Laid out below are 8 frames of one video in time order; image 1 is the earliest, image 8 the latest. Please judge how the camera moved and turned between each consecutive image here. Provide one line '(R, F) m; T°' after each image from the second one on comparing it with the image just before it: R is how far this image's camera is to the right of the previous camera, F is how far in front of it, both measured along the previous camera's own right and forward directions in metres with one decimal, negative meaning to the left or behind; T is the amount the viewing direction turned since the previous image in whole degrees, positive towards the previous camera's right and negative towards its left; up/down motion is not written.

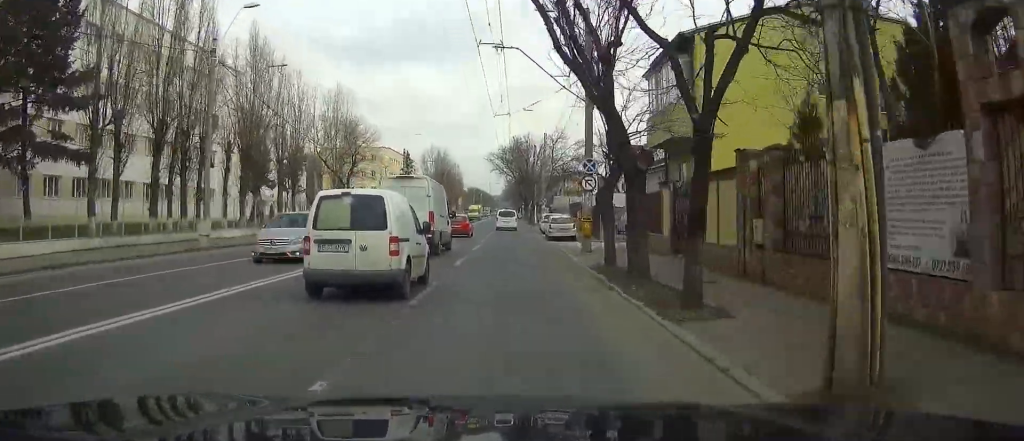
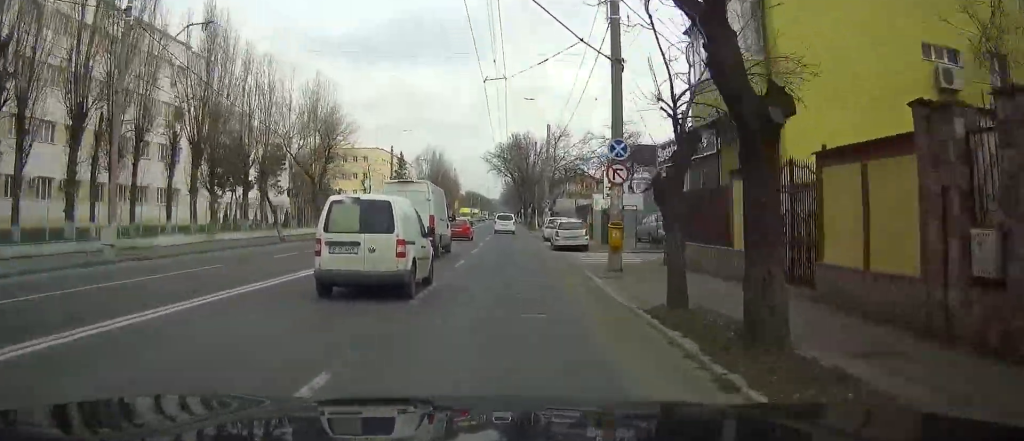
(0.0, +8.1) m; 0°
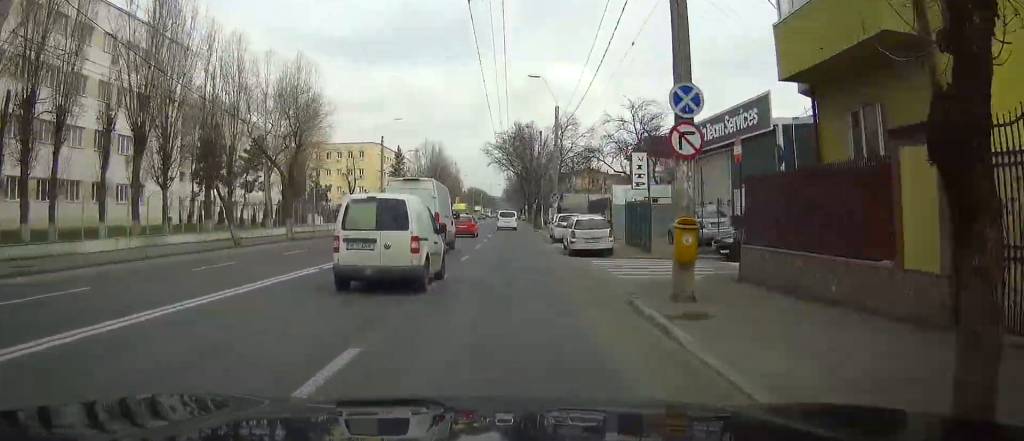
(0.0, +7.4) m; 0°
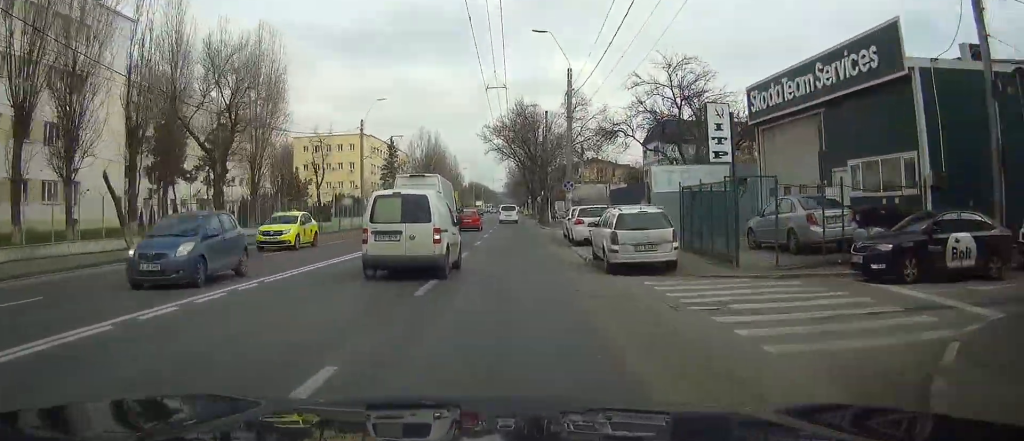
(0.0, +10.2) m; 0°
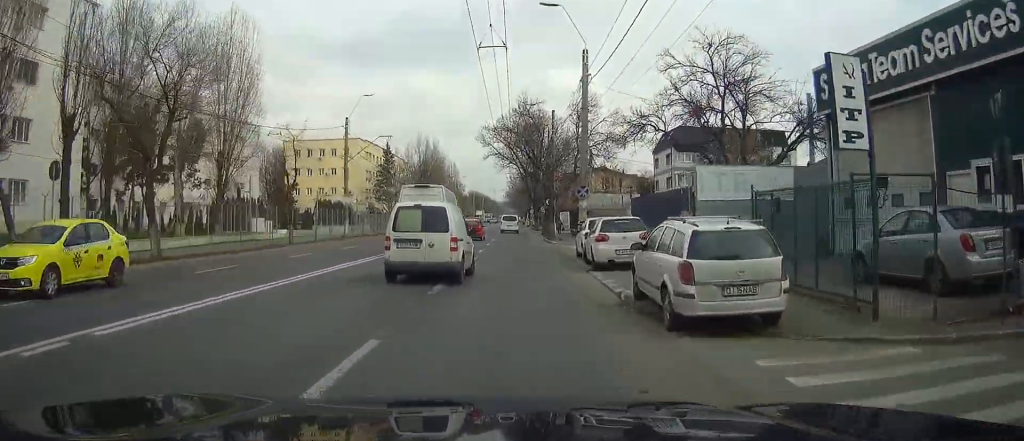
(0.0, +6.4) m; 0°
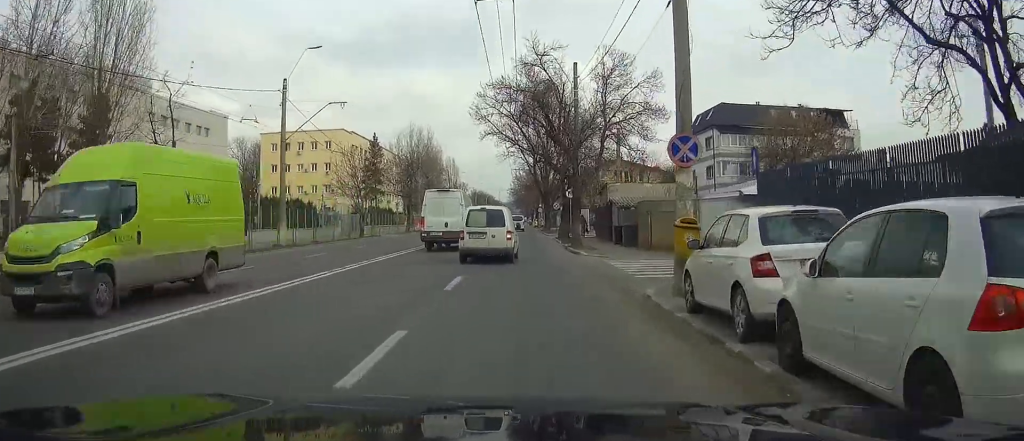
(0.0, +16.0) m; +1°
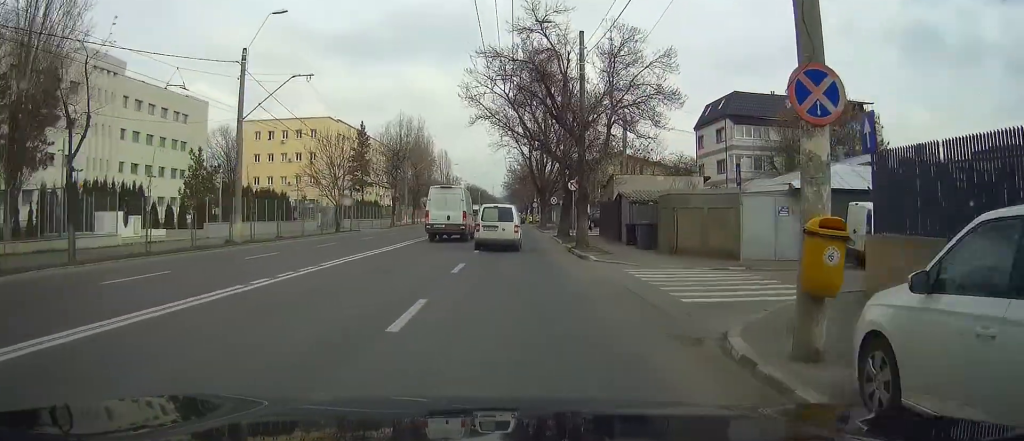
(+0.1, +5.2) m; +4°
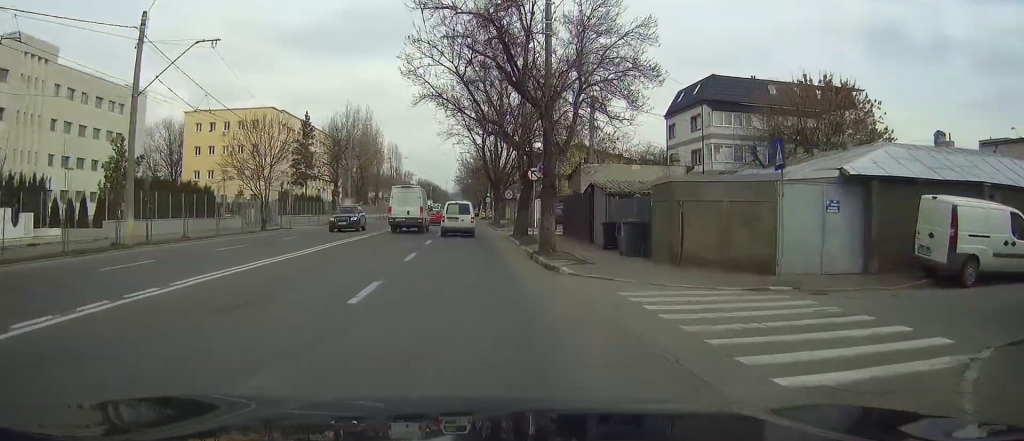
(+0.2, +6.1) m; +10°
